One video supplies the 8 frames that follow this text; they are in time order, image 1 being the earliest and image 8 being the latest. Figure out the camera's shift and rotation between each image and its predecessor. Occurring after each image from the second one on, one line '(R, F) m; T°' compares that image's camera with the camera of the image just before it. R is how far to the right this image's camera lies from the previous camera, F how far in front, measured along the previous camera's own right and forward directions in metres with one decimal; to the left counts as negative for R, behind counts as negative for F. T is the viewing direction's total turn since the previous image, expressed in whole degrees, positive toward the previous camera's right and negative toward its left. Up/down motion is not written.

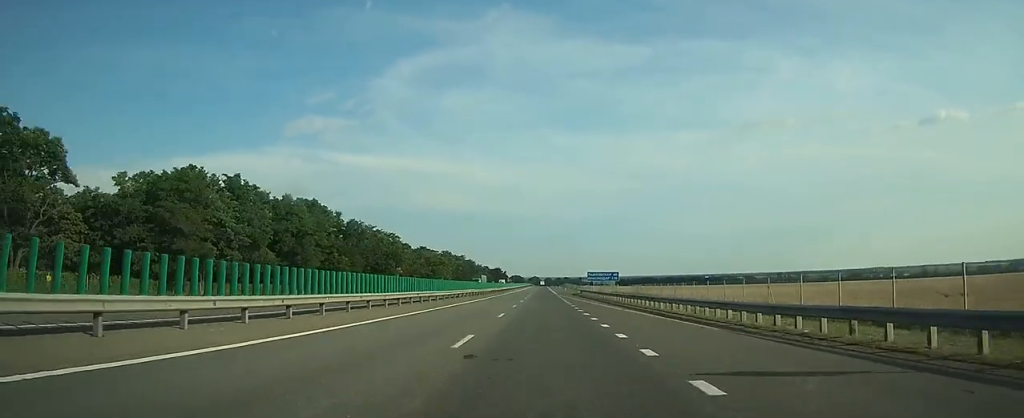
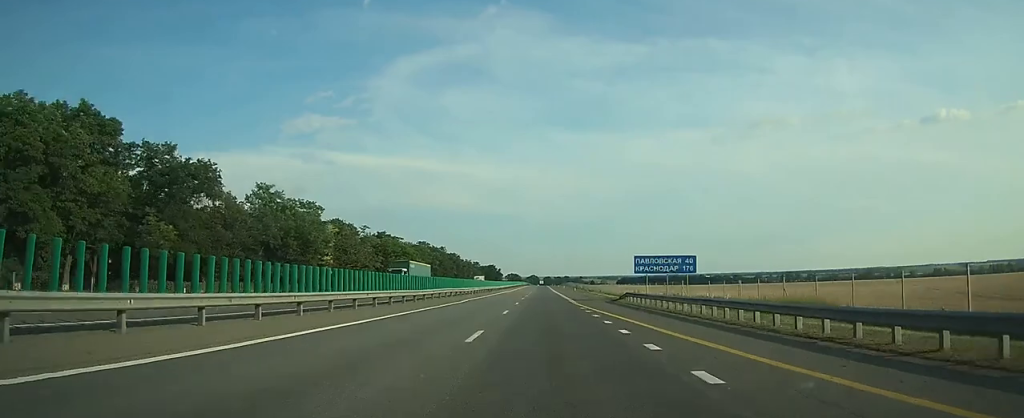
(-0.1, +47.5) m; 0°
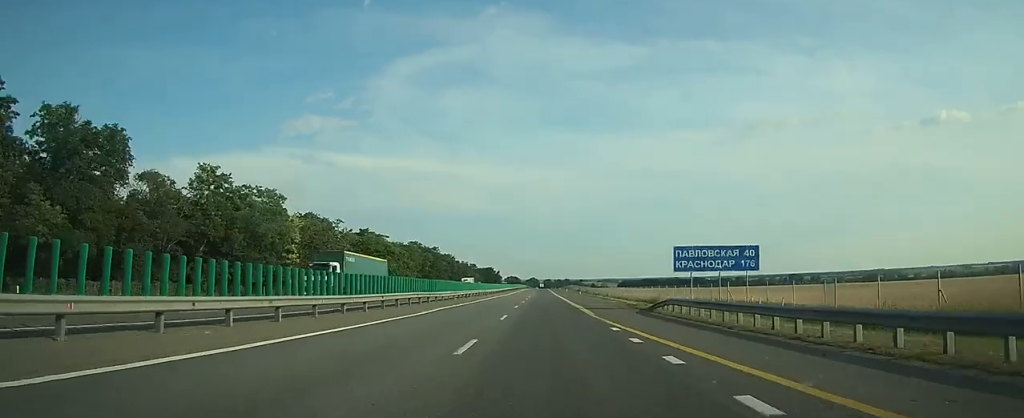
(0.0, +13.8) m; 0°
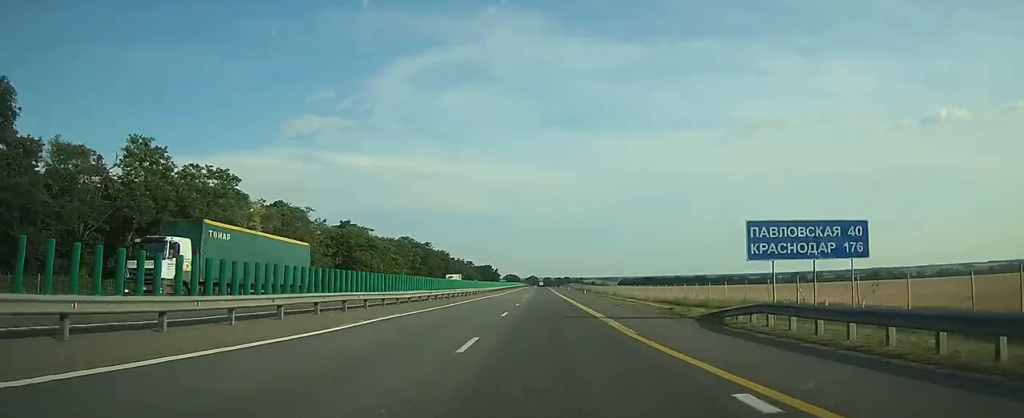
(0.0, +11.9) m; 0°
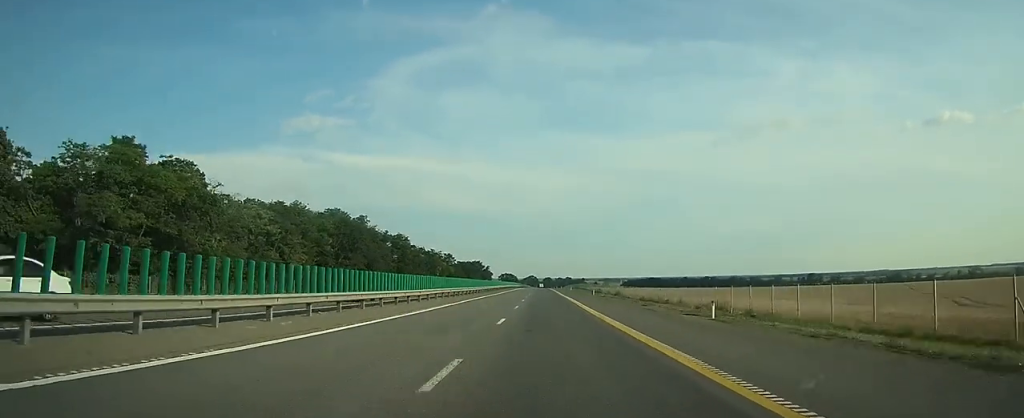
(+0.2, +63.5) m; 0°
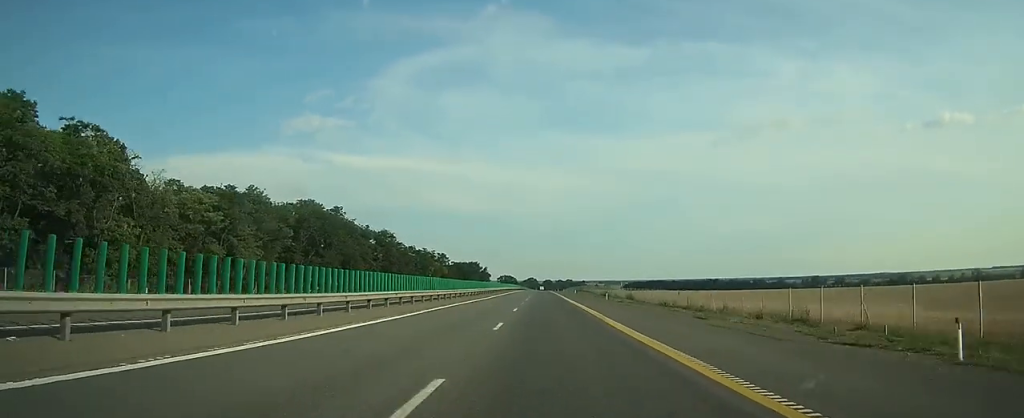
(0.0, +13.9) m; 0°
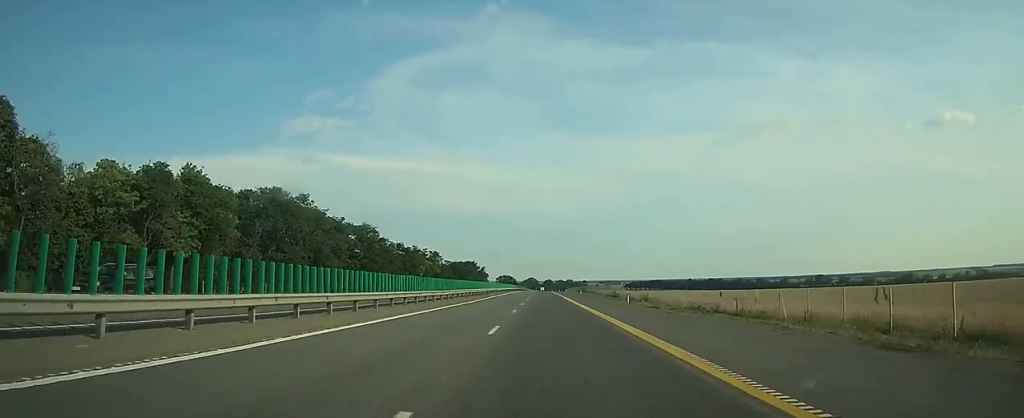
(0.0, +14.0) m; 0°
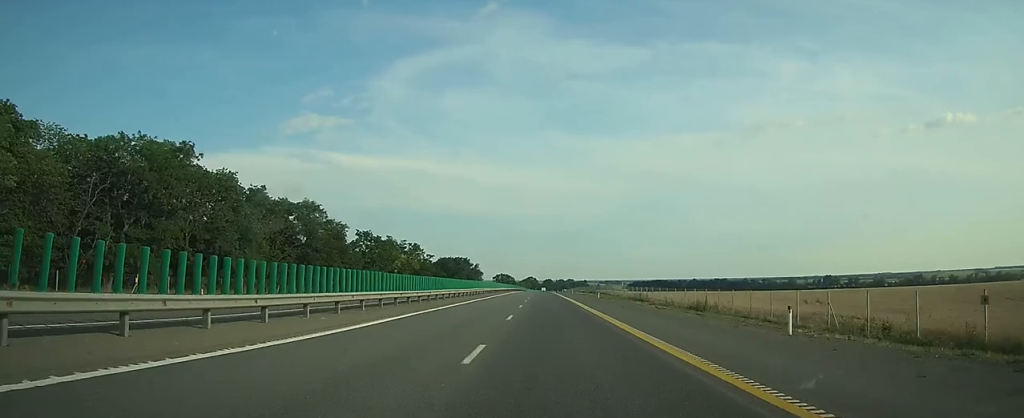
(0.0, +29.1) m; 0°
